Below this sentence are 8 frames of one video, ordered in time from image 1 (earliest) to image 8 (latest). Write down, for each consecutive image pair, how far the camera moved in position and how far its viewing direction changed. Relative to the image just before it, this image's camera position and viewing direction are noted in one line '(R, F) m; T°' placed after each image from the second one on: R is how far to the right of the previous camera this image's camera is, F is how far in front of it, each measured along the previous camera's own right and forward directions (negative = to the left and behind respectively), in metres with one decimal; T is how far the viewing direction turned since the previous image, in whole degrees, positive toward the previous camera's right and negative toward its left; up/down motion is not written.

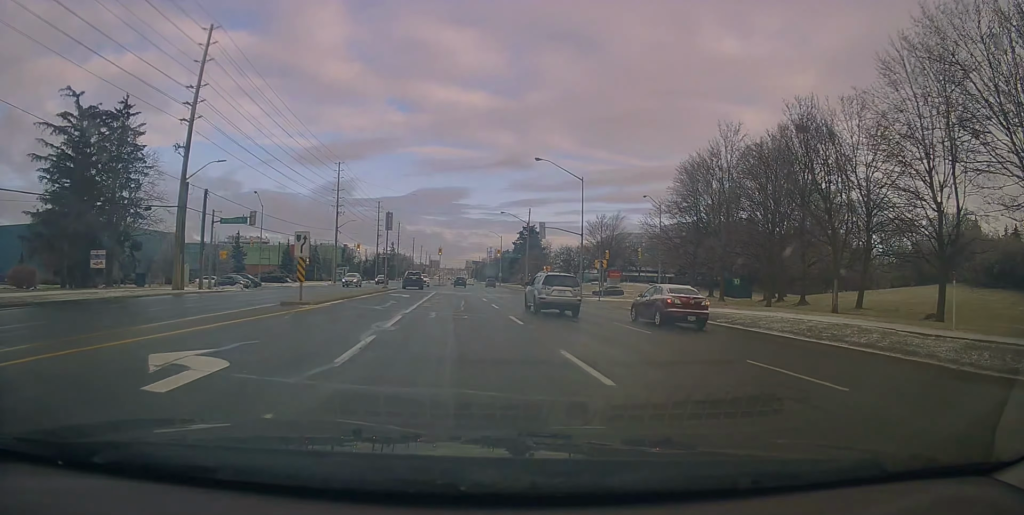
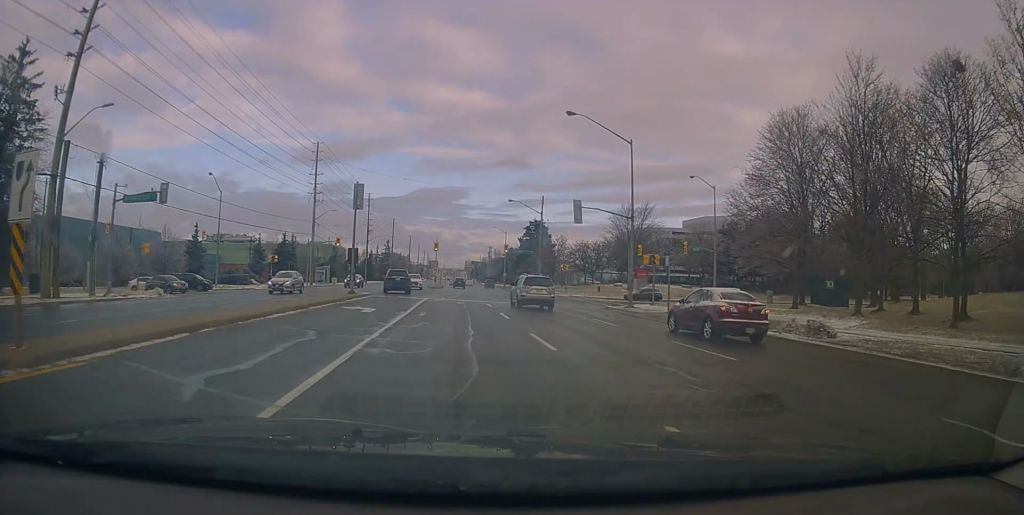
(+0.2, +14.8) m; 0°
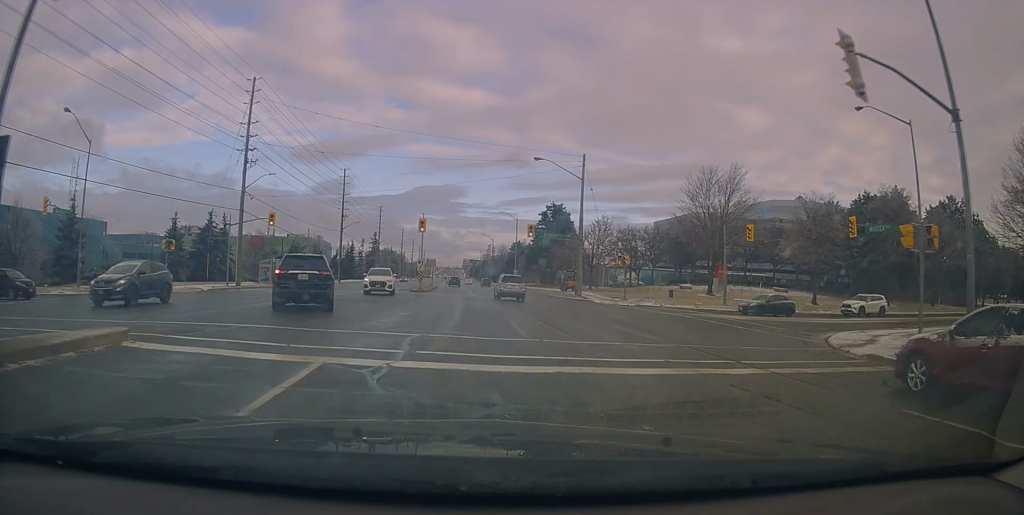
(-0.8, +26.4) m; -1°
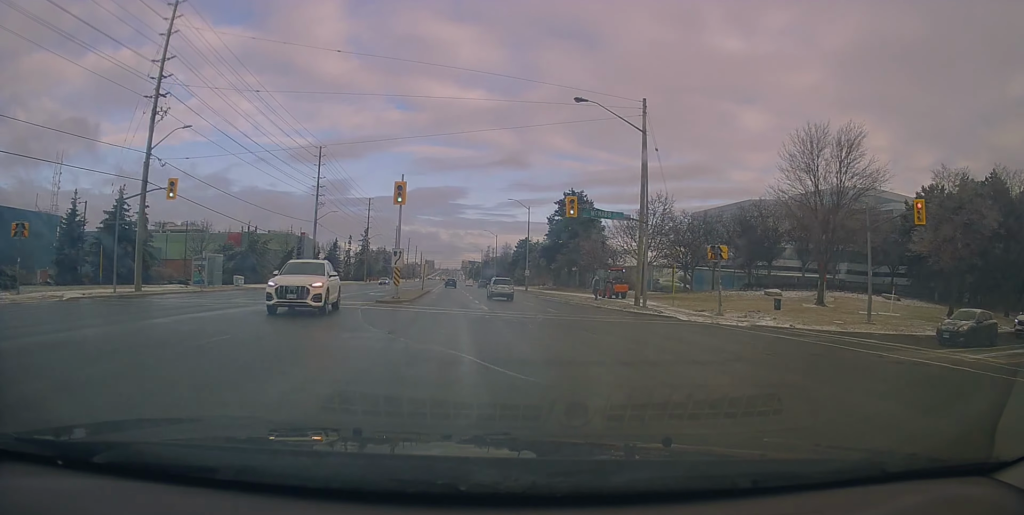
(+0.6, +17.5) m; +2°
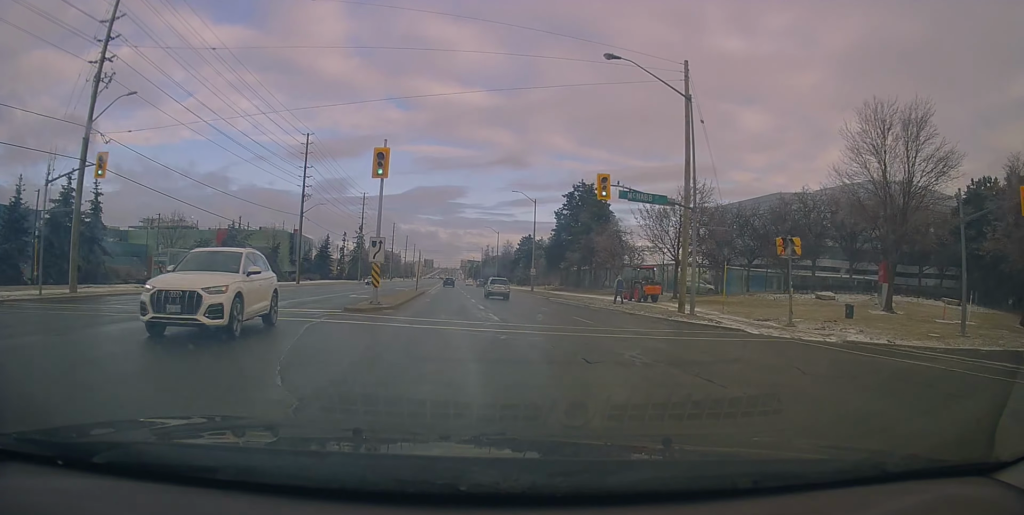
(0.0, +6.6) m; 0°
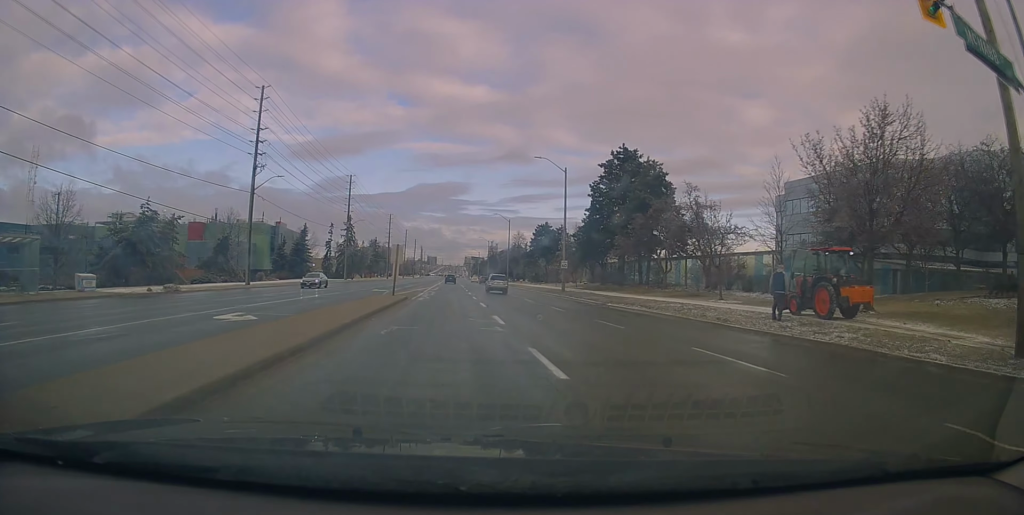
(-0.2, +19.1) m; 0°
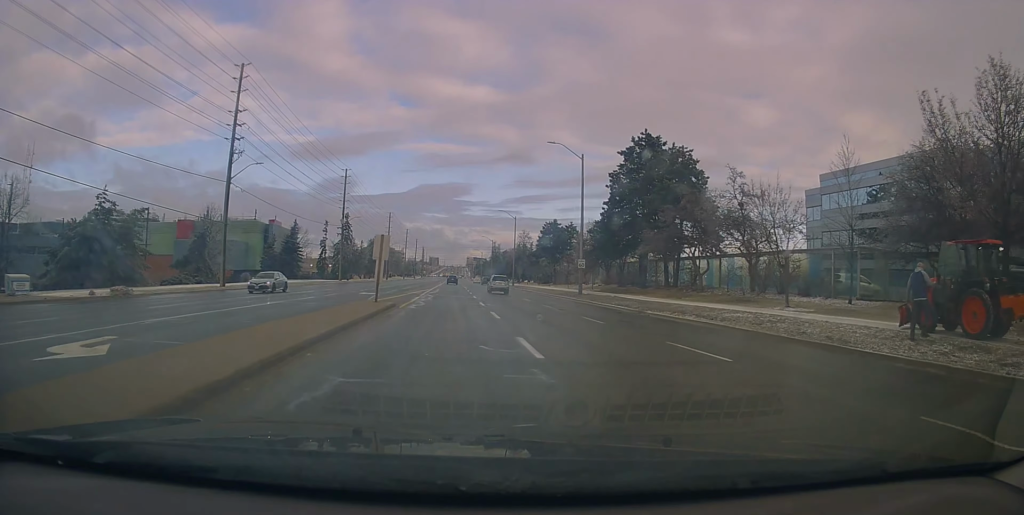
(0.0, +6.9) m; 0°
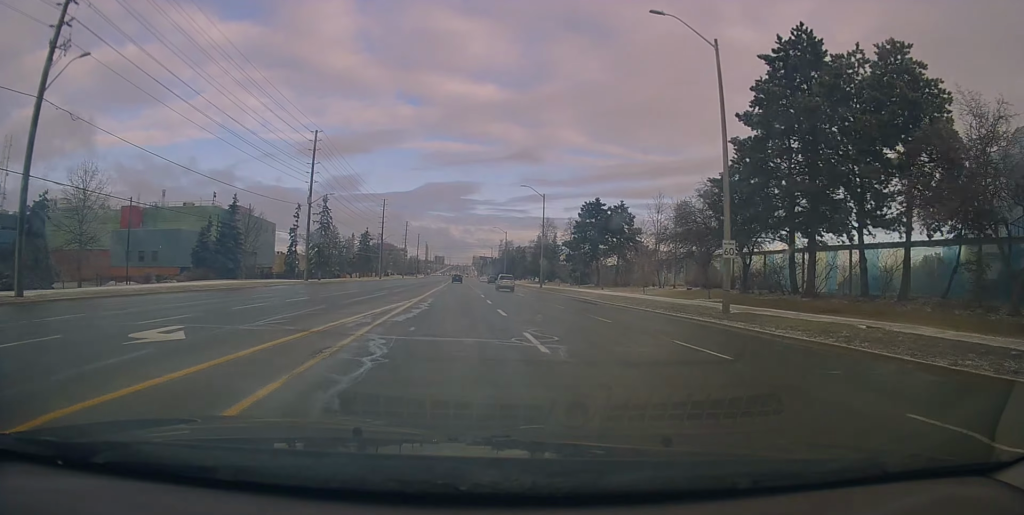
(0.0, +25.9) m; -2°
